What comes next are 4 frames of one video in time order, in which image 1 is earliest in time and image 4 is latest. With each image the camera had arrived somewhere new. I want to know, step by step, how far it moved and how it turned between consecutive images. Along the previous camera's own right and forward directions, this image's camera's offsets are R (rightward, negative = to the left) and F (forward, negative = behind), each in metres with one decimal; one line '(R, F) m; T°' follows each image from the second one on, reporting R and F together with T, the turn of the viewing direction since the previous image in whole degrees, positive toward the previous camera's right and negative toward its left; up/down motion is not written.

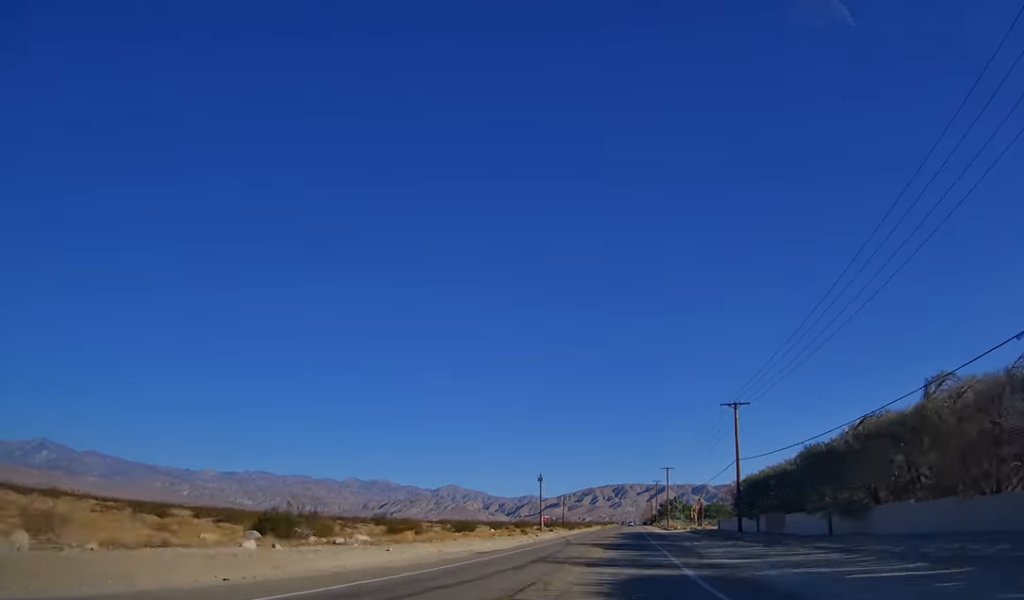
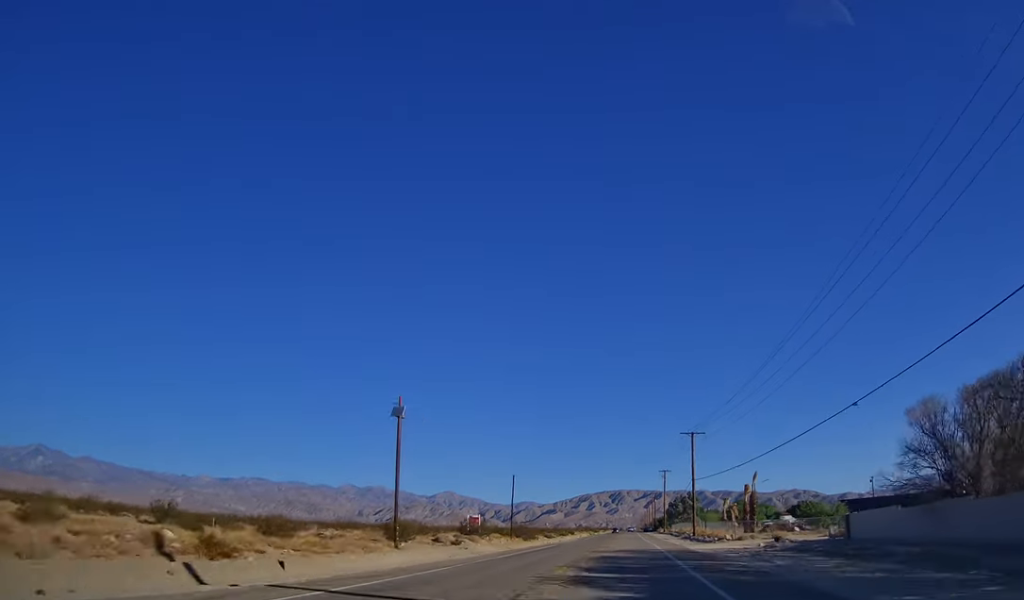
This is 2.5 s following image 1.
(+0.3, +61.7) m; 0°
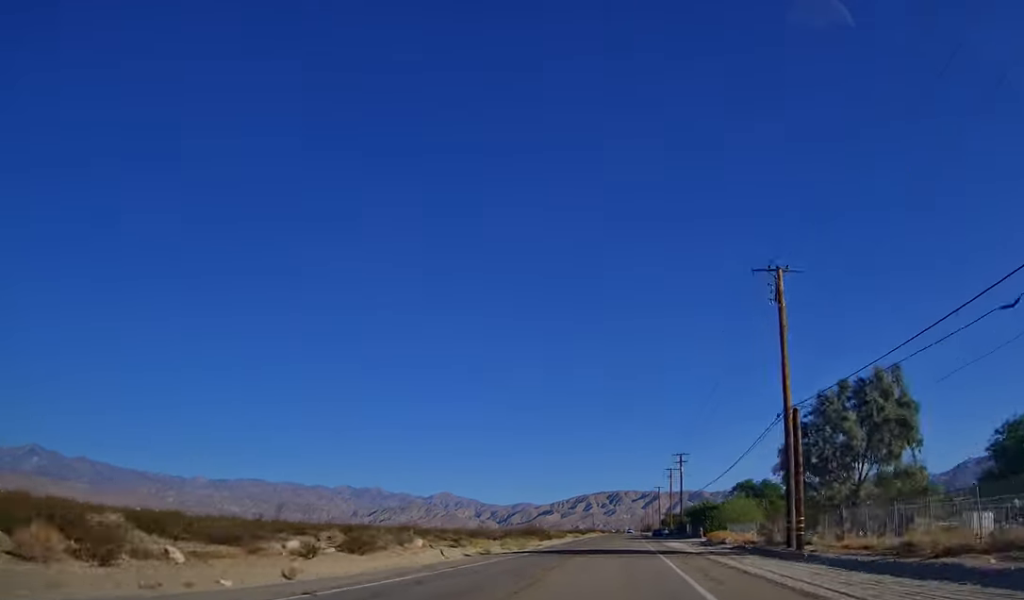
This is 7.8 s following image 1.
(0.0, +127.1) m; 0°
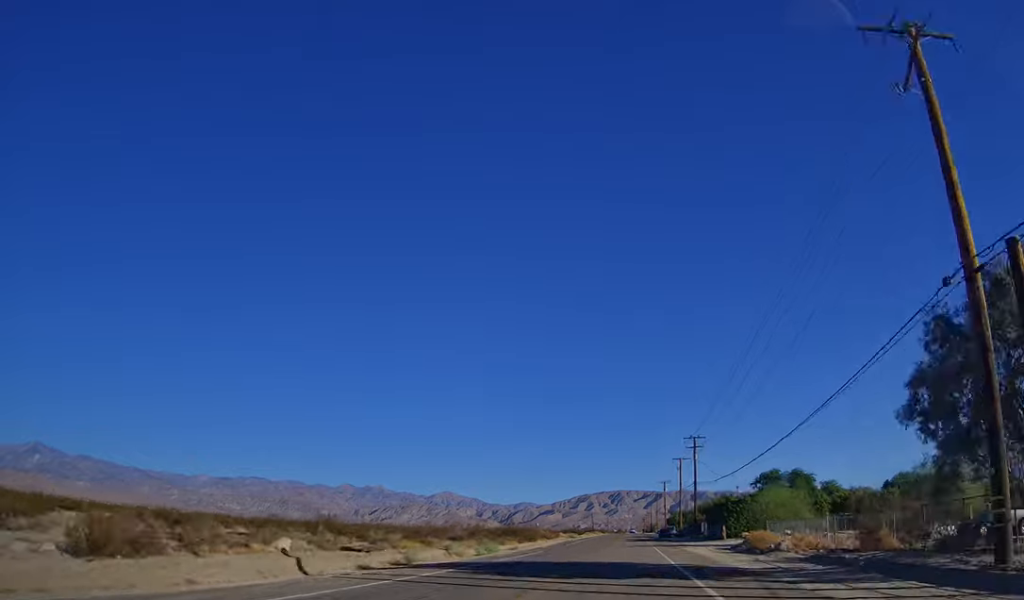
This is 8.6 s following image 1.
(0.0, +19.3) m; 0°
